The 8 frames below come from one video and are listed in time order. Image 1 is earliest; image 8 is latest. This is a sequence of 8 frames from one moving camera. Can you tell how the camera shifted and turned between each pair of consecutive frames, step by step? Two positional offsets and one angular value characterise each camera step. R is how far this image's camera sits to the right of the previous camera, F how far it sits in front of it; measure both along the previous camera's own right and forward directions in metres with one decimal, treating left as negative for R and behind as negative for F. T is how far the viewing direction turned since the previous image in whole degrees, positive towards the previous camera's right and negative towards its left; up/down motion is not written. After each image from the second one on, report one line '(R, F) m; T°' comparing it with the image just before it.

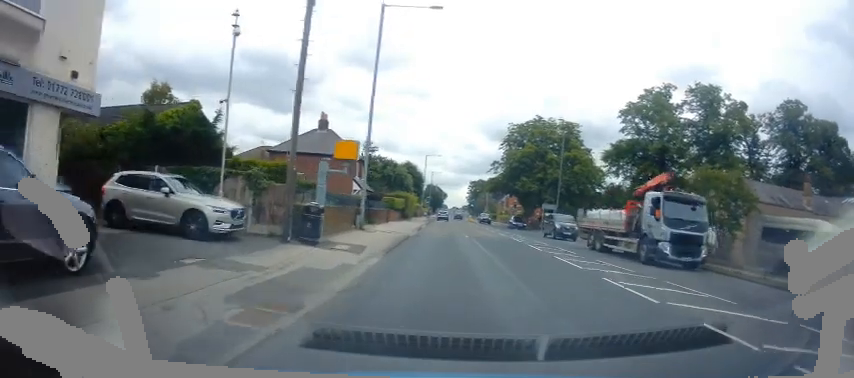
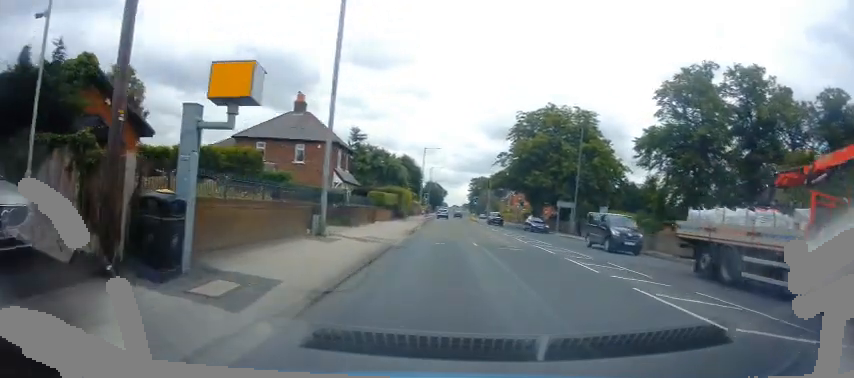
(+0.1, +8.0) m; 0°
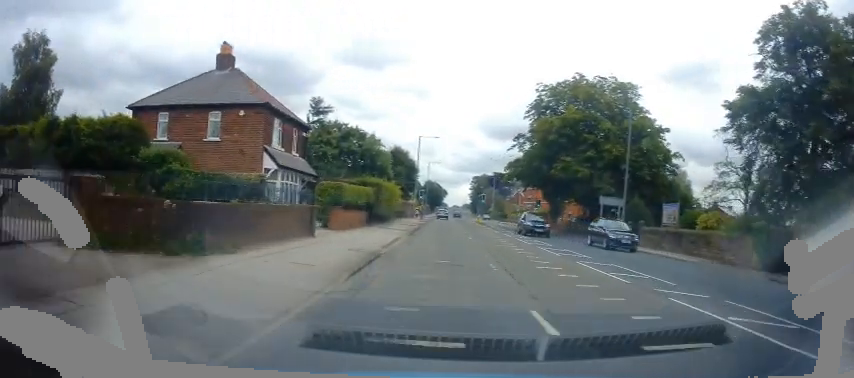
(-0.2, +13.9) m; 0°
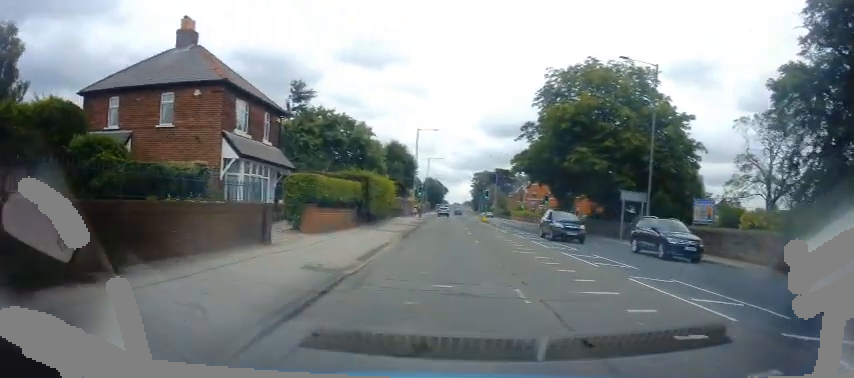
(0.0, +4.5) m; 0°
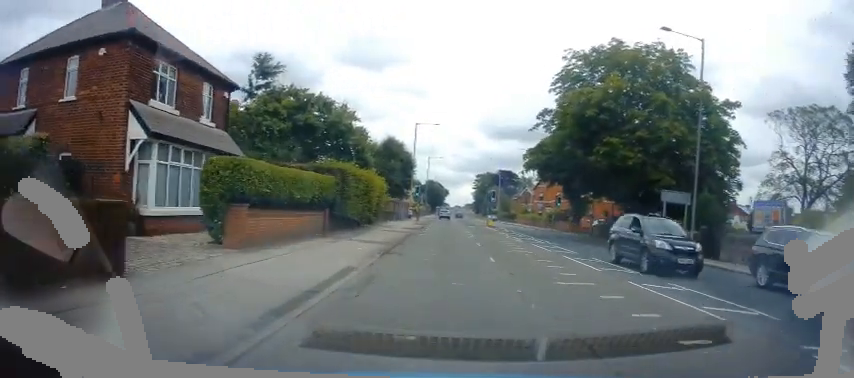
(0.0, +5.9) m; 0°
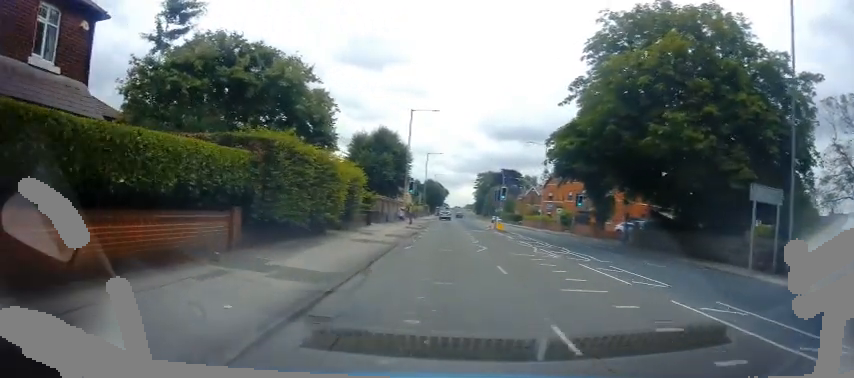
(0.0, +8.7) m; 0°
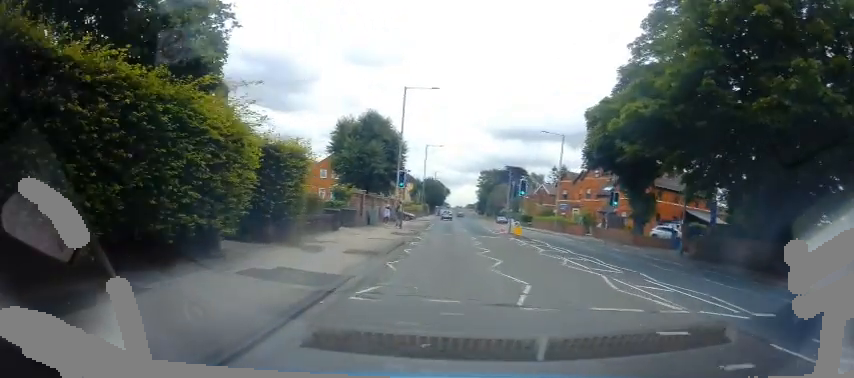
(0.0, +9.3) m; 0°
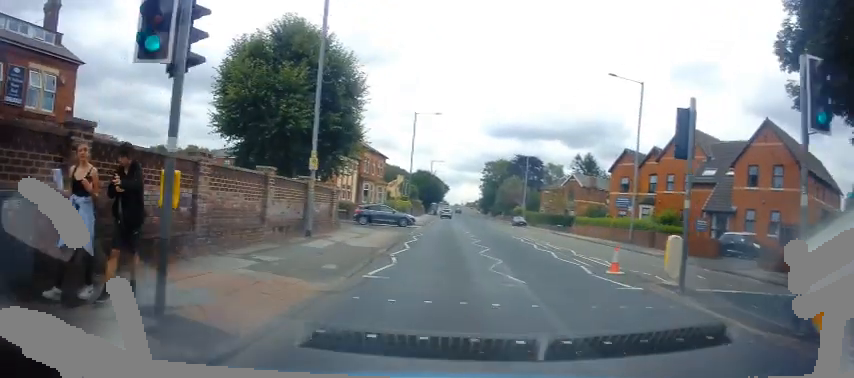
(-0.2, +25.1) m; -2°
